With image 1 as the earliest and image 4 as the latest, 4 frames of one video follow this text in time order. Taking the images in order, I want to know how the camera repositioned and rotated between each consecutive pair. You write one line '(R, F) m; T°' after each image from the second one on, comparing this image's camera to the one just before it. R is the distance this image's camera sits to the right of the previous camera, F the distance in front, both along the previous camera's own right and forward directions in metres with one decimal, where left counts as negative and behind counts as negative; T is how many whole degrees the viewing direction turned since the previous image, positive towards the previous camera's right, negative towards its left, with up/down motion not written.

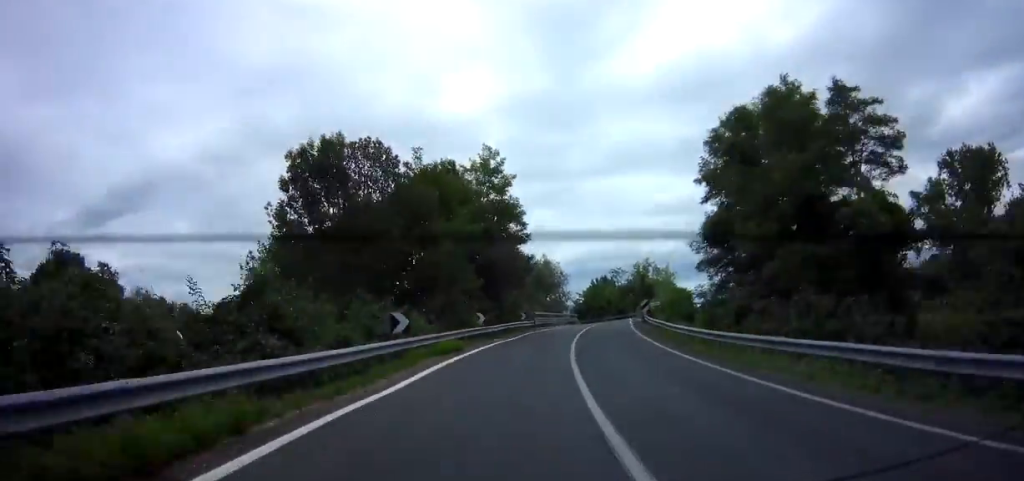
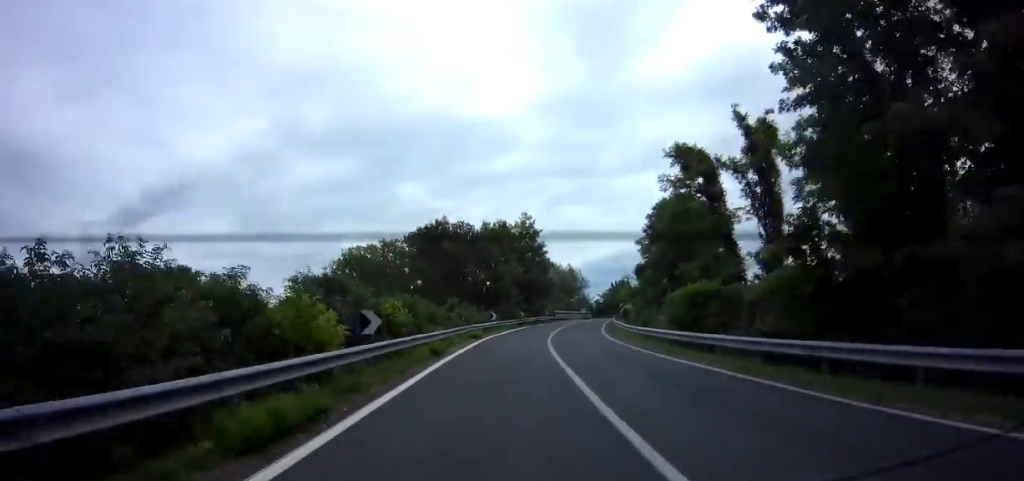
(-1.0, +28.0) m; -2°
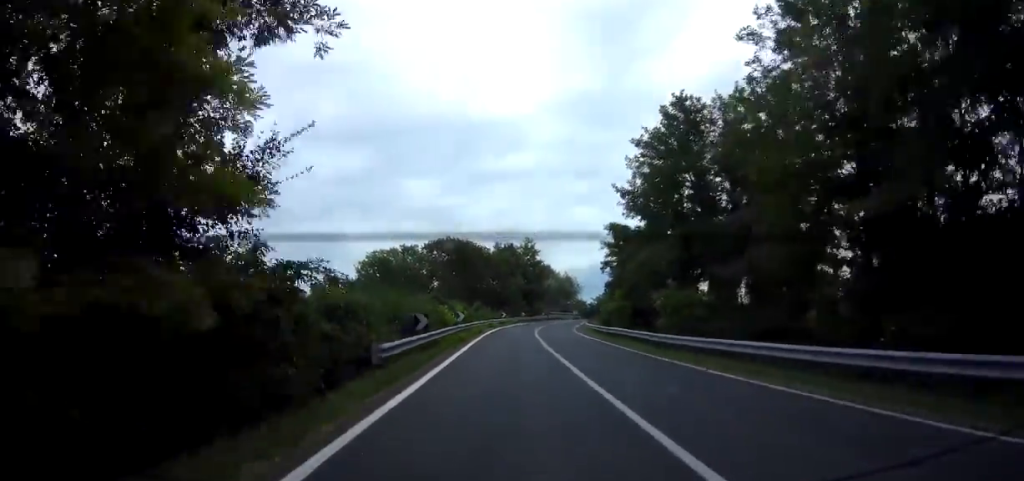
(+0.2, +22.2) m; -1°
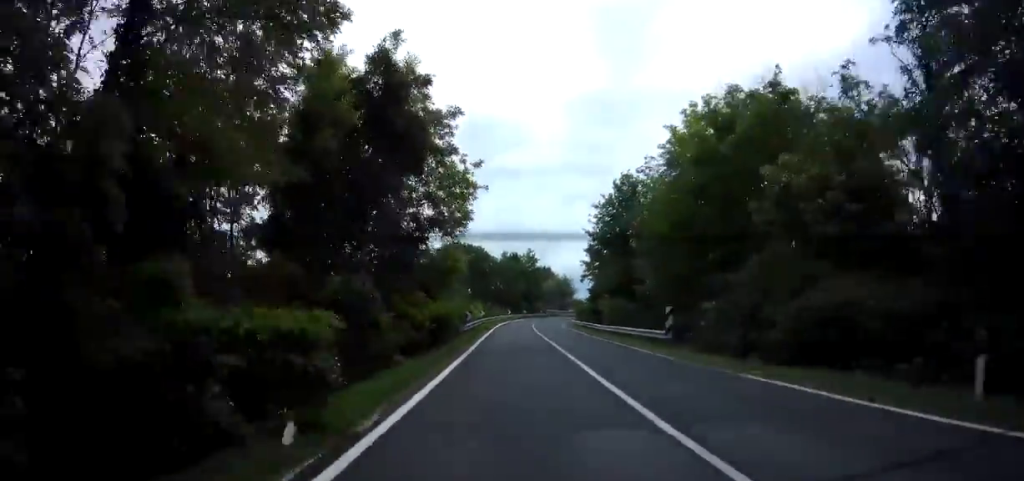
(-0.3, +18.3) m; -1°
